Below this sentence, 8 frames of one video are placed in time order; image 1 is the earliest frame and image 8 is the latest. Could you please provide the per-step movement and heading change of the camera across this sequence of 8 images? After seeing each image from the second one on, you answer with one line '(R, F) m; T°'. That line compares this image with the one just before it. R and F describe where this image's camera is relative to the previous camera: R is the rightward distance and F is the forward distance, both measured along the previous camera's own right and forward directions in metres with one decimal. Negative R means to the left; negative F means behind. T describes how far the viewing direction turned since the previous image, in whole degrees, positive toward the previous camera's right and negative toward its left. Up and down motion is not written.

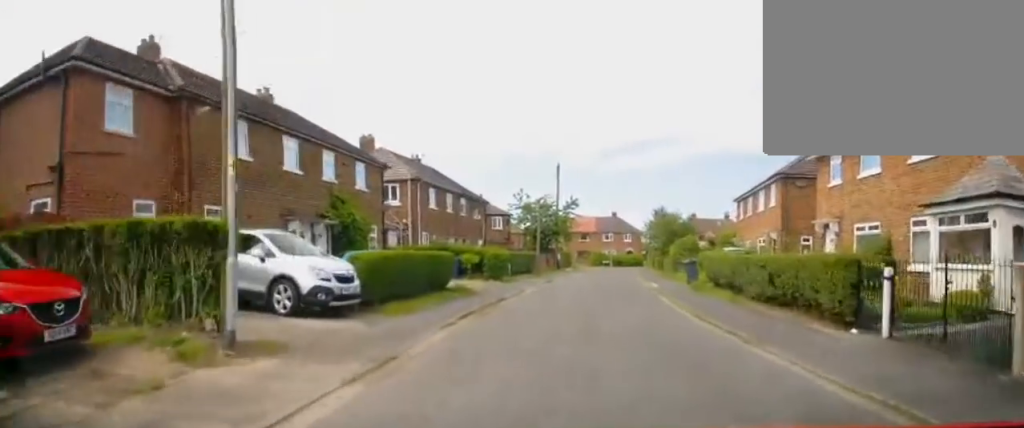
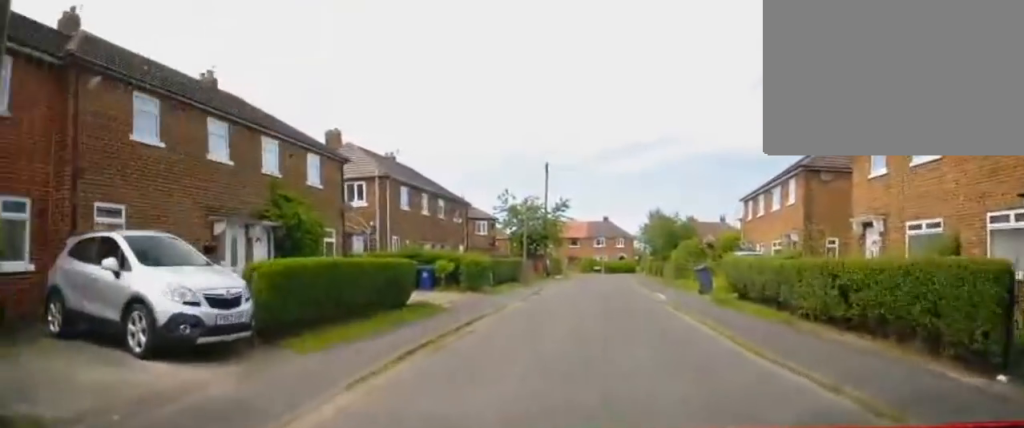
(+0.1, +4.1) m; 0°
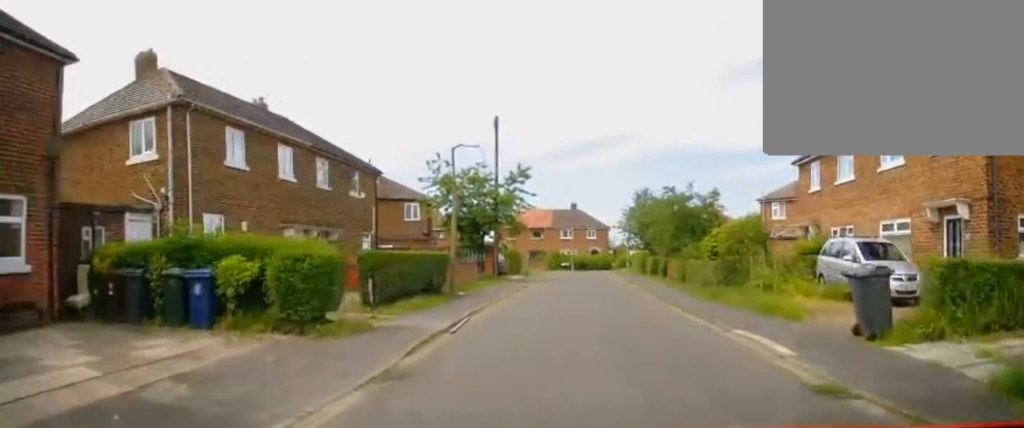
(-0.1, +14.6) m; +2°
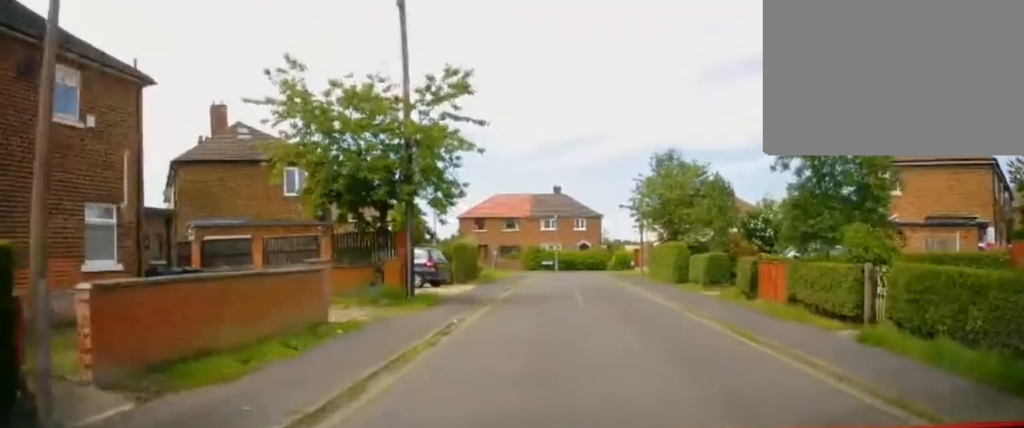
(+0.7, +16.8) m; +3°
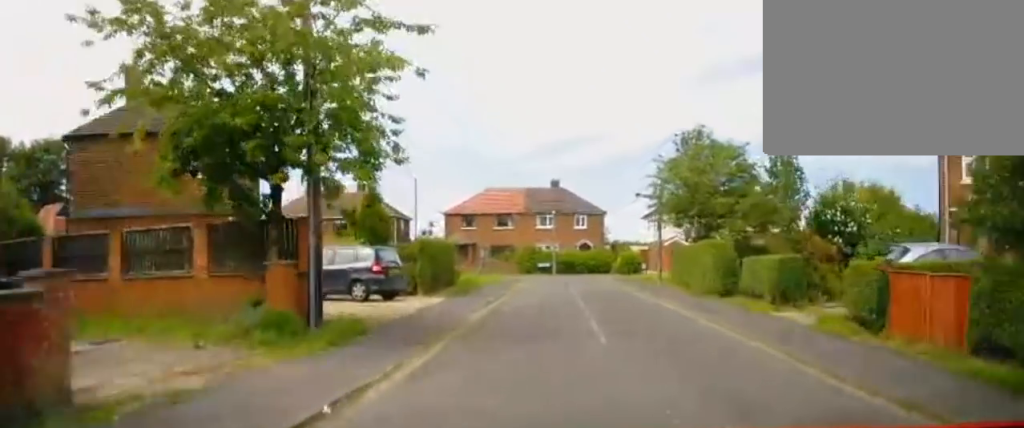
(0.0, +6.8) m; 0°
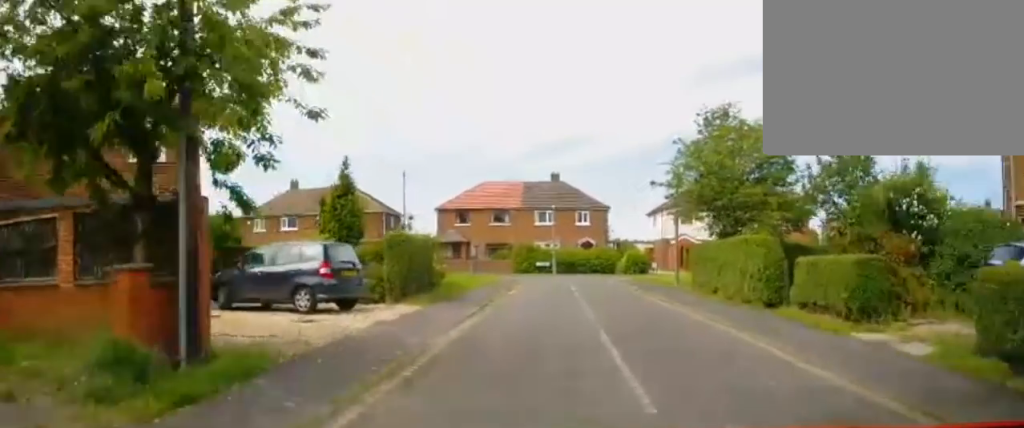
(0.0, +3.9) m; 0°
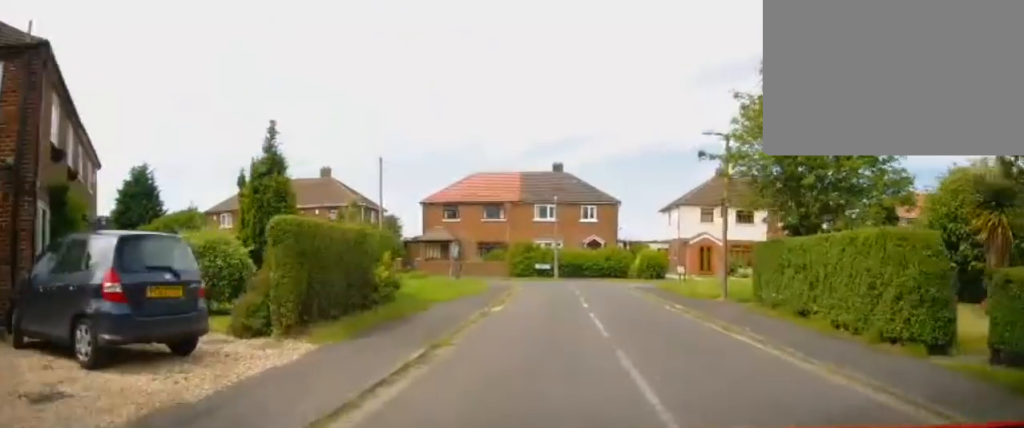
(0.0, +6.9) m; 0°
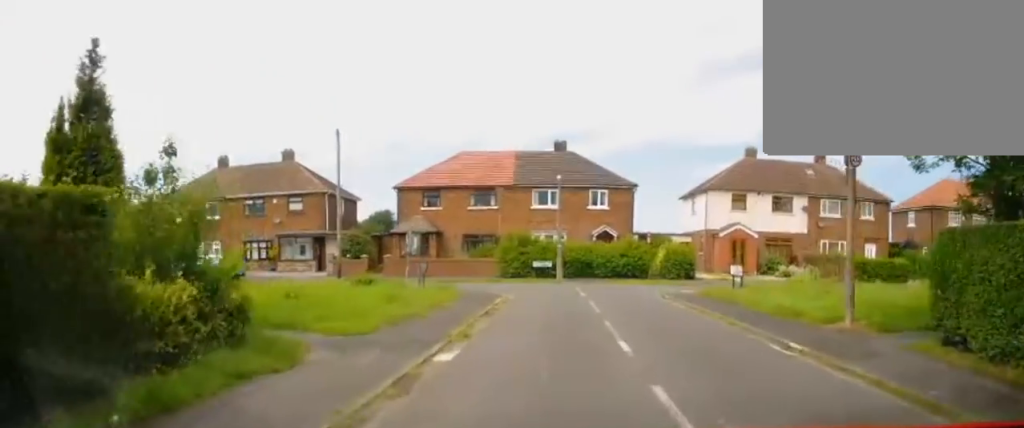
(+0.1, +8.0) m; +1°
